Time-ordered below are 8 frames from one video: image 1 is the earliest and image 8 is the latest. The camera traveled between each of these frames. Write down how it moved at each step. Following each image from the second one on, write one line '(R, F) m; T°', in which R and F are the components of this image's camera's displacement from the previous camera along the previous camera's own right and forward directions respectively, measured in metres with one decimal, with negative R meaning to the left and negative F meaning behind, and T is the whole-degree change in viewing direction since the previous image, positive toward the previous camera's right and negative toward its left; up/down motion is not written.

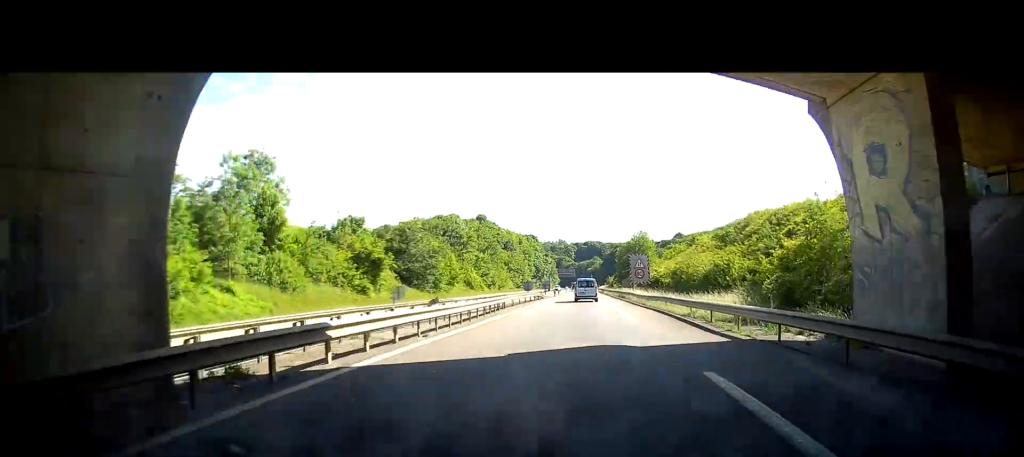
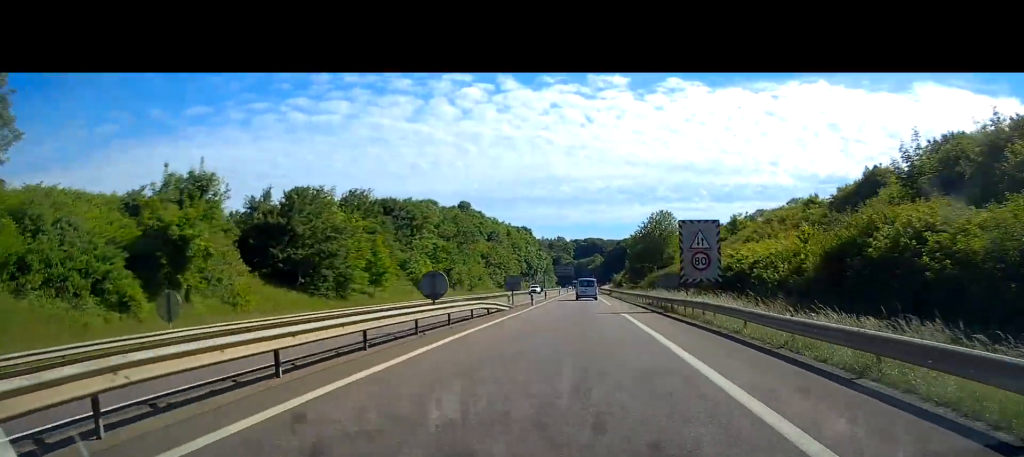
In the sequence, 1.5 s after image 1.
(0.0, +33.8) m; 0°
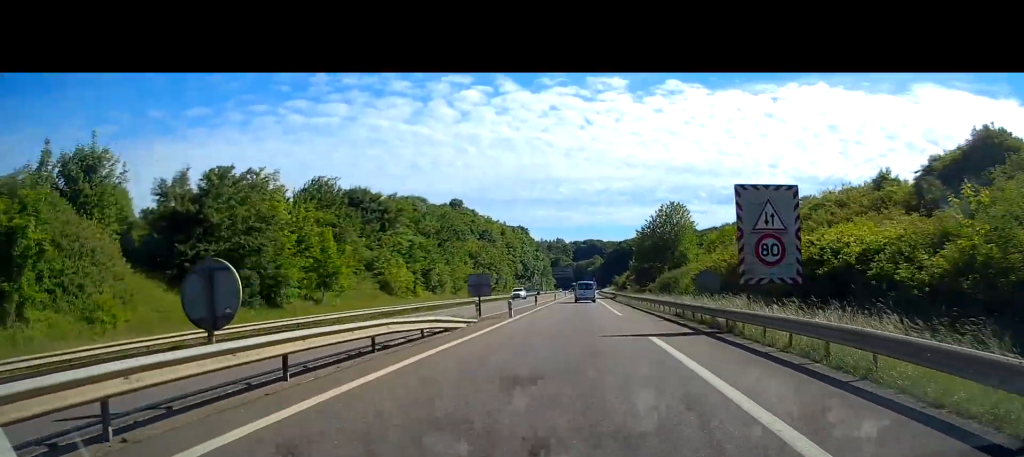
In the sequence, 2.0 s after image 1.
(0.0, +12.0) m; 0°
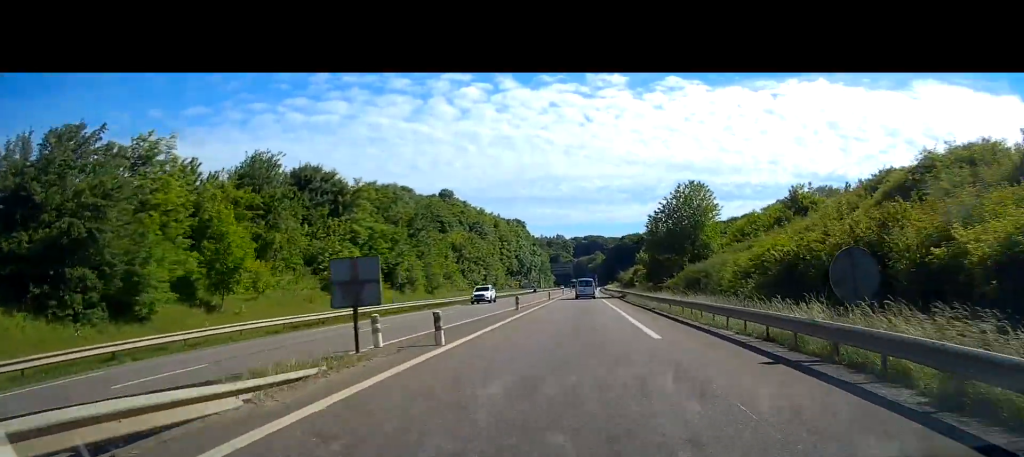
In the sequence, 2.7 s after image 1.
(0.0, +14.3) m; 0°
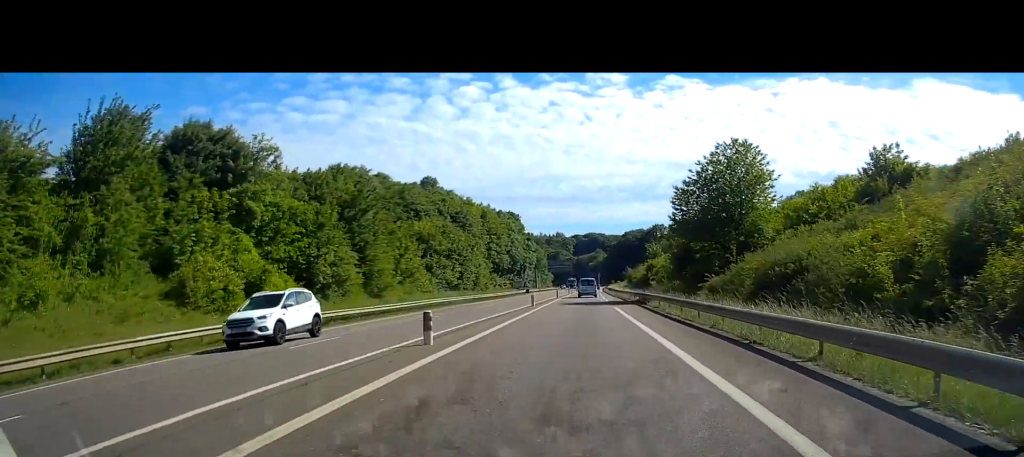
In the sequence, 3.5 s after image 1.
(0.0, +19.6) m; 0°
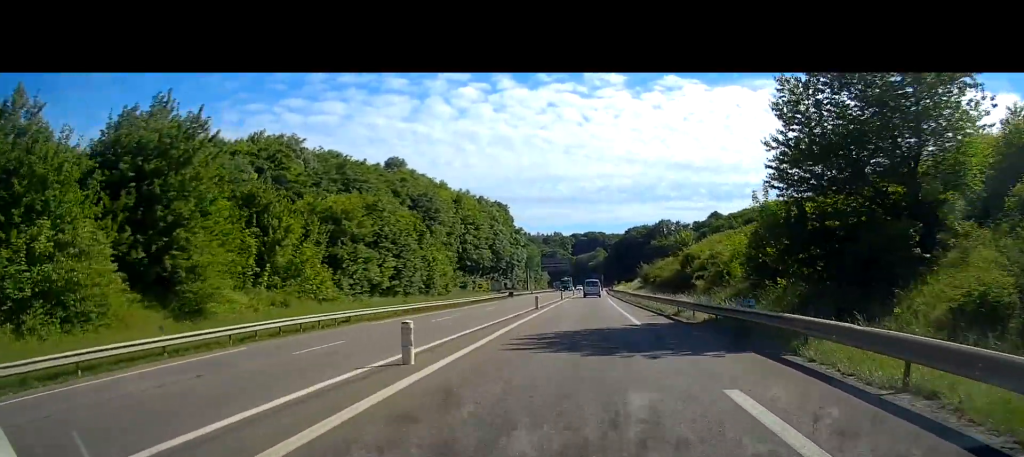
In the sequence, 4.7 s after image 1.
(0.0, +27.2) m; 0°
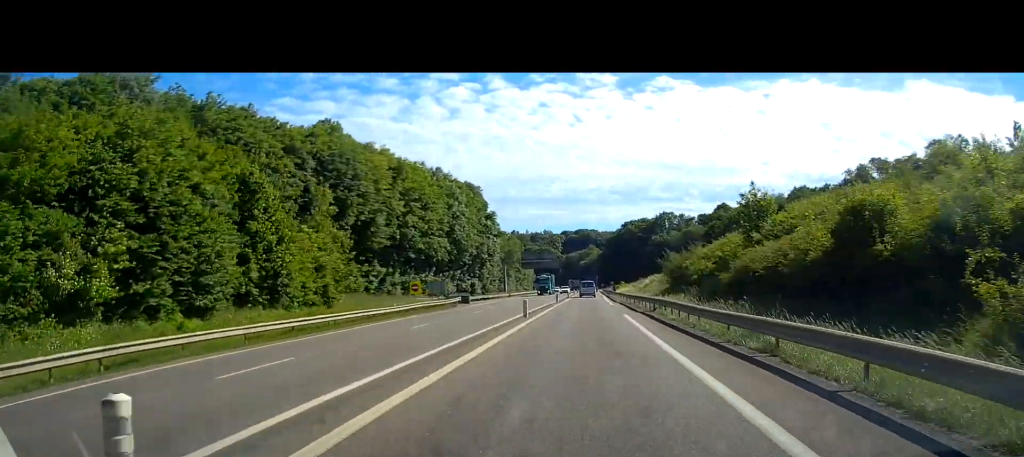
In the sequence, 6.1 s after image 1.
(0.0, +30.9) m; 0°
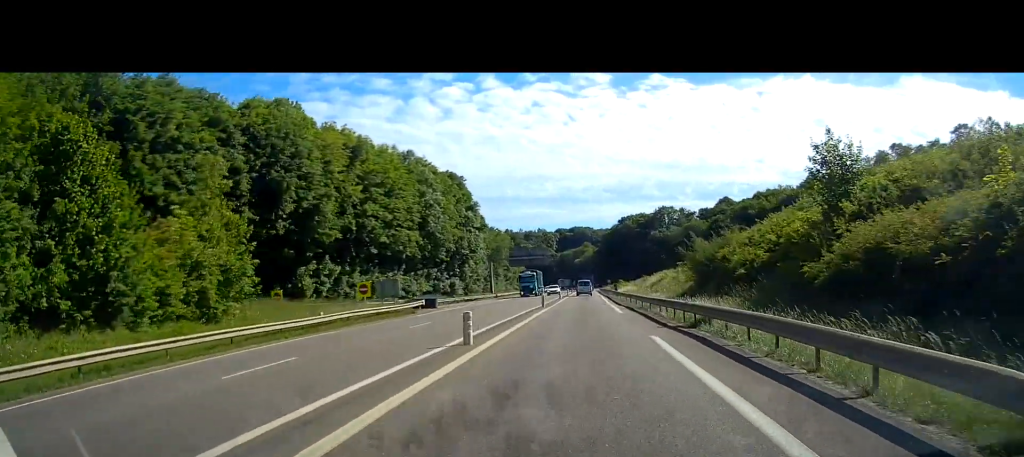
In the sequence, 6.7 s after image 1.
(0.0, +12.8) m; 0°
